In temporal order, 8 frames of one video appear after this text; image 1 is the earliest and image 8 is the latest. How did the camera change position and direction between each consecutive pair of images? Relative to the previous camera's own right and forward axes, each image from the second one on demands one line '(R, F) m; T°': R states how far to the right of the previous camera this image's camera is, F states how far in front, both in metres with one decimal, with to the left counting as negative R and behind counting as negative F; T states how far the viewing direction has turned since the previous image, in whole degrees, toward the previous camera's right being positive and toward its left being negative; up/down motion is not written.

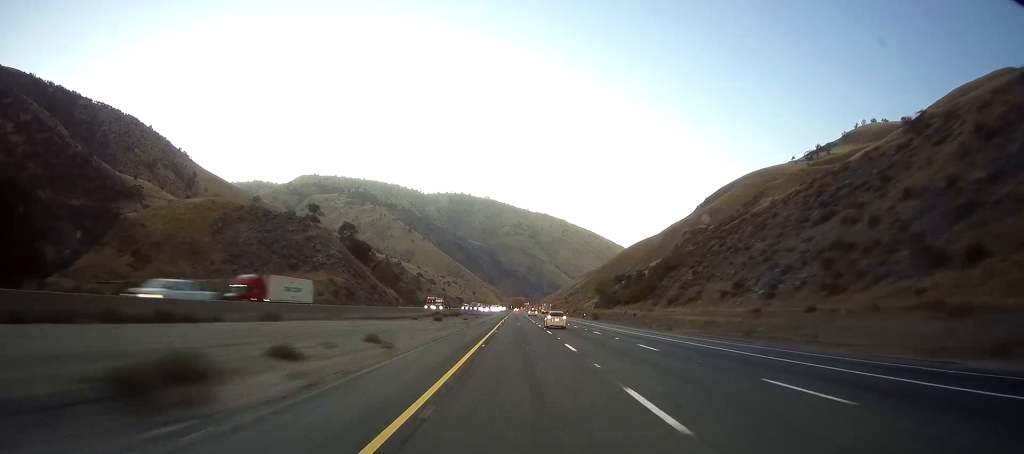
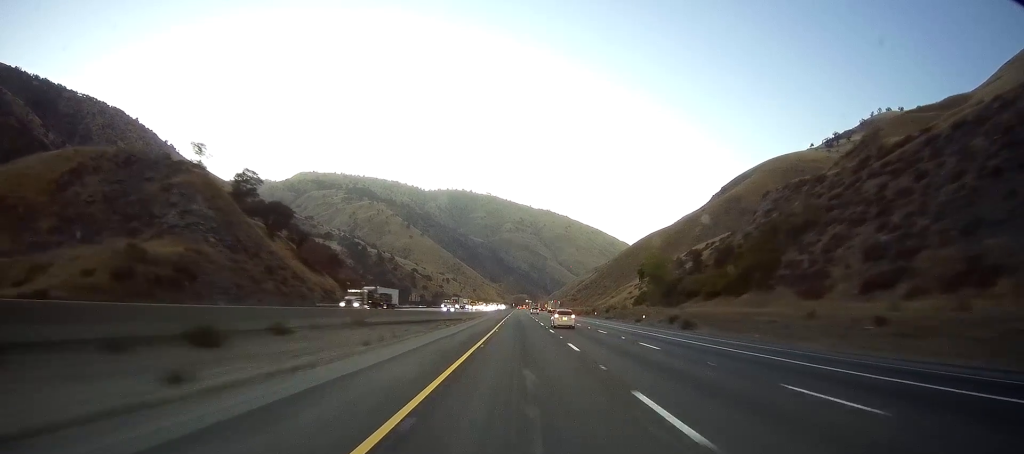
(0.0, +59.4) m; 0°
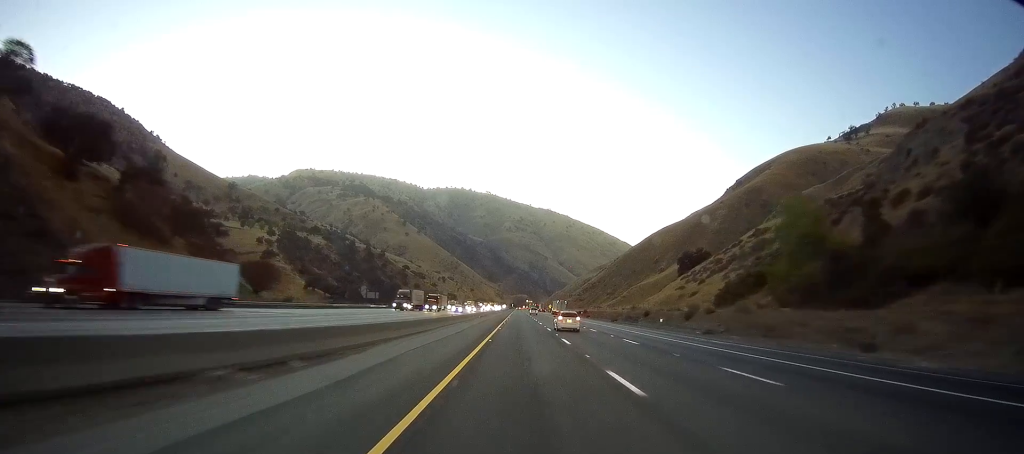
(-0.3, +54.0) m; 0°
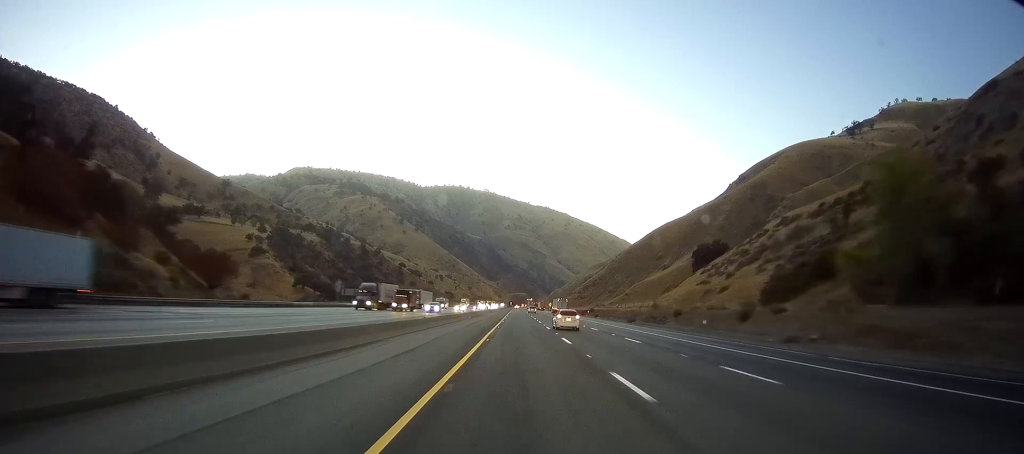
(-0.1, +15.6) m; 0°
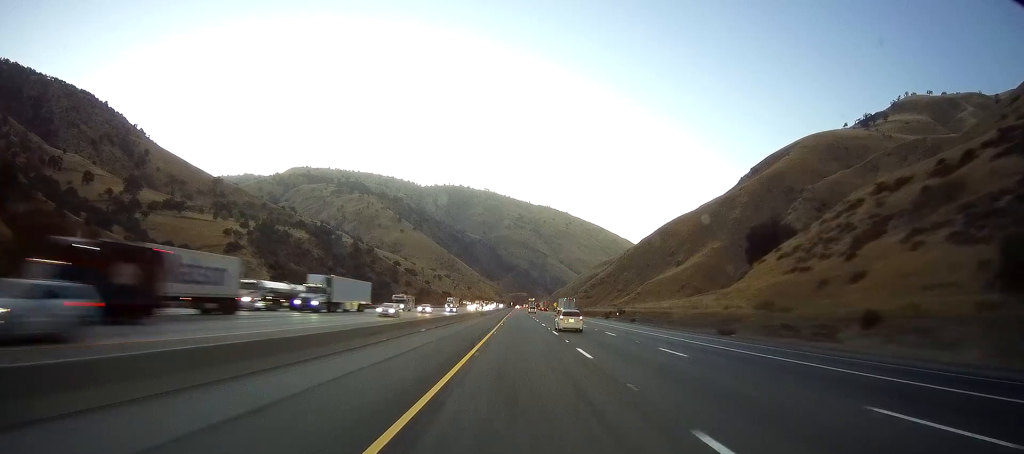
(+0.2, +36.3) m; 0°
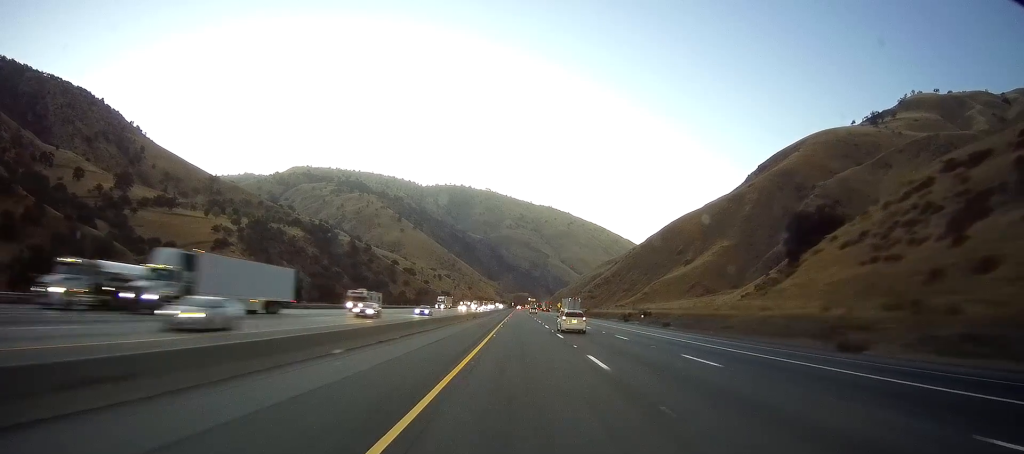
(-0.1, +17.6) m; 0°
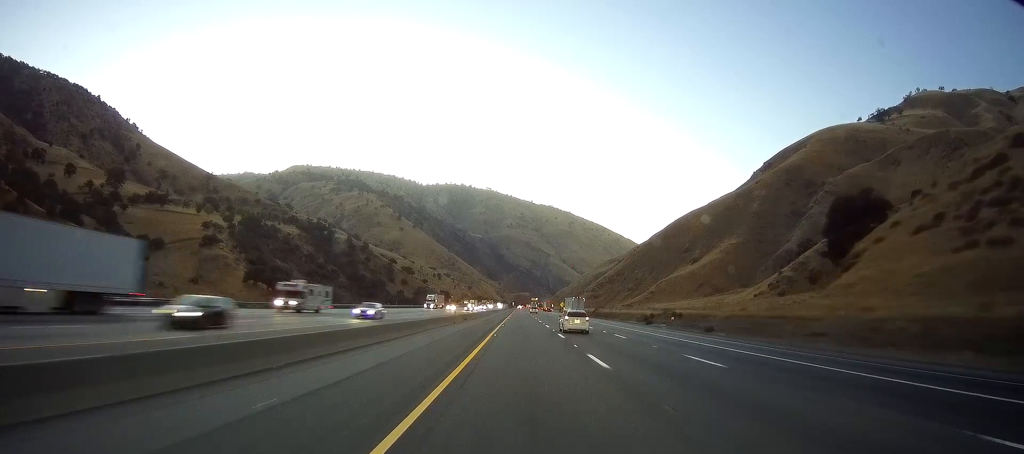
(0.0, +14.5) m; 0°
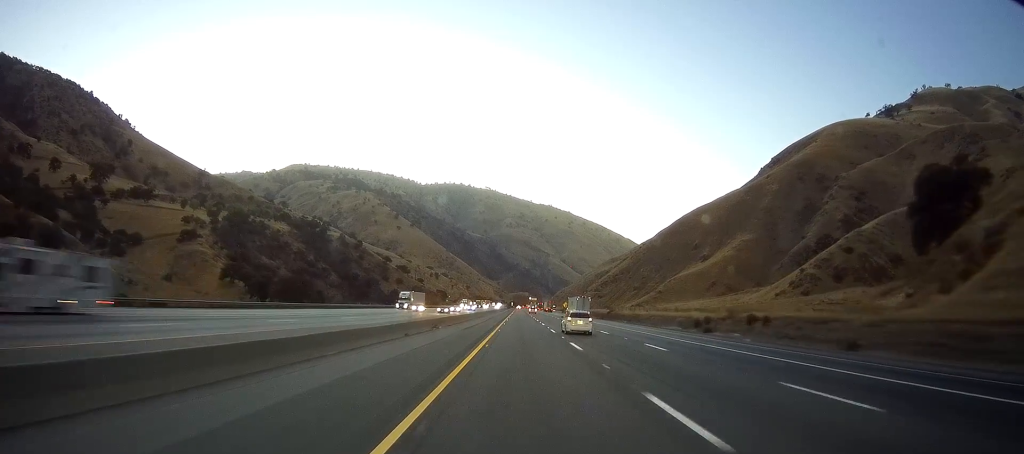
(-0.1, +22.6) m; +1°
